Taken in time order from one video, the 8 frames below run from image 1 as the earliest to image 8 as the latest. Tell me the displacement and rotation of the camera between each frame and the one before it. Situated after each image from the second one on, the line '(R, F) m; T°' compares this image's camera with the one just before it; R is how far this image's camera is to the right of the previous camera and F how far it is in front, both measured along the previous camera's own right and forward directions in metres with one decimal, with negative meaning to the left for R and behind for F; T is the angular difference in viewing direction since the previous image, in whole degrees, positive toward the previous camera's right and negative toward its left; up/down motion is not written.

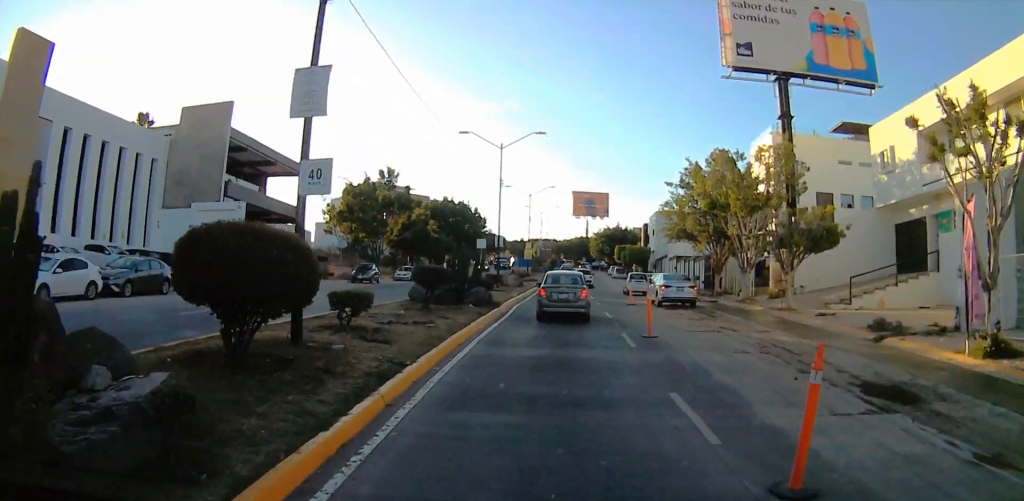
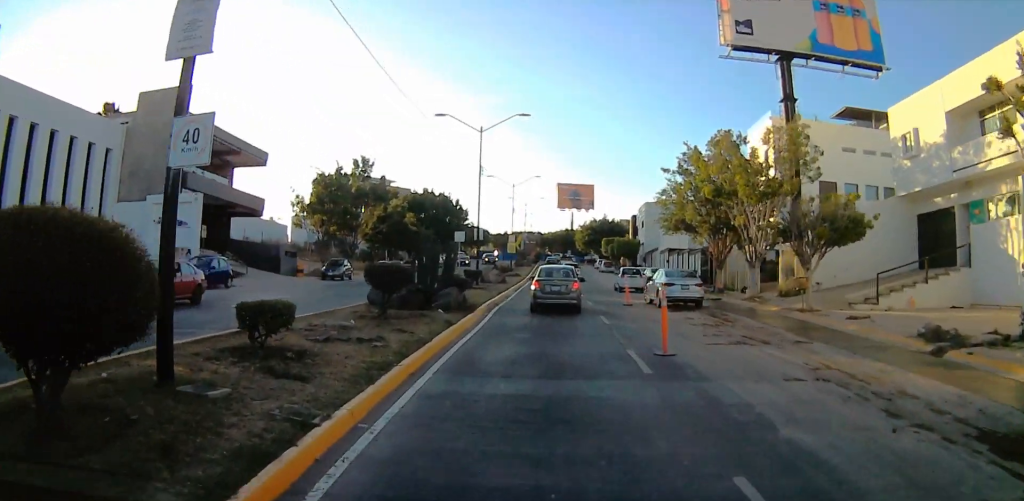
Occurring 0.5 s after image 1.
(0.0, +3.5) m; 0°
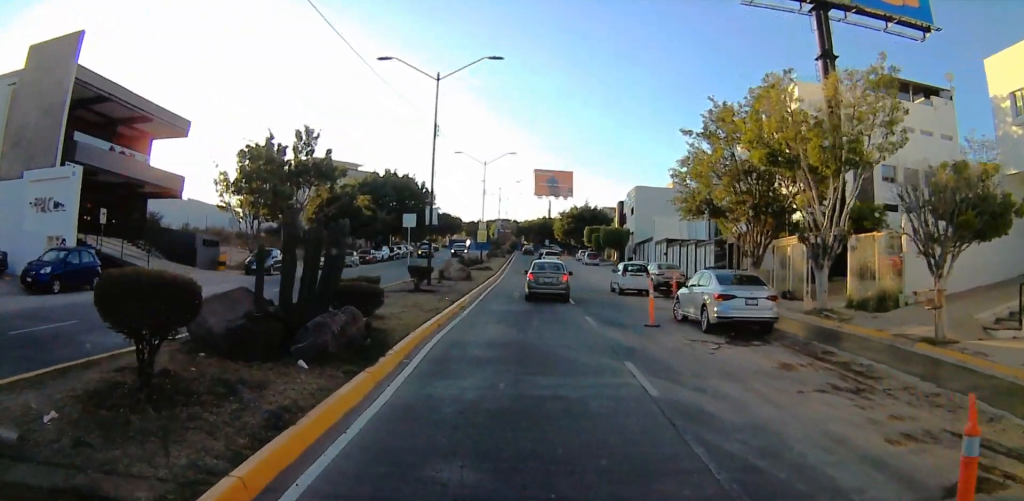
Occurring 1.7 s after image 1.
(+0.1, +9.8) m; +2°
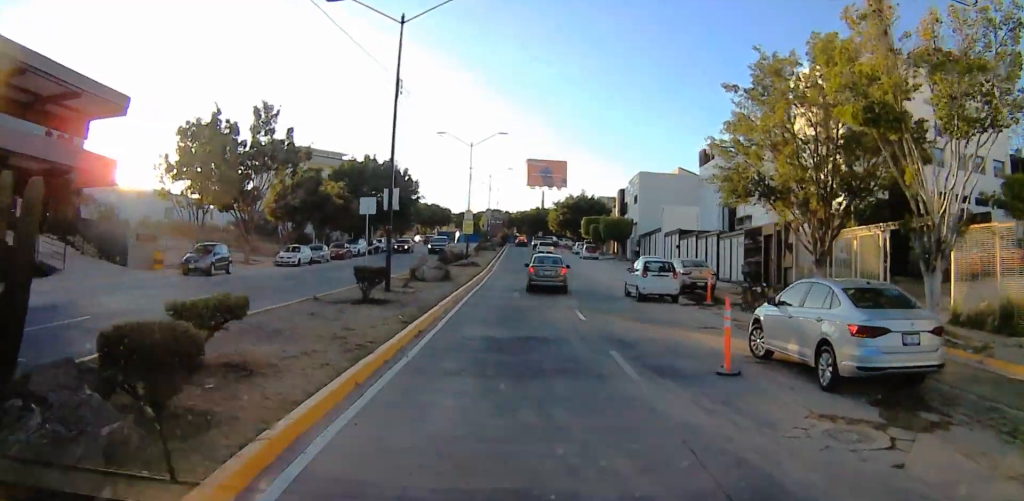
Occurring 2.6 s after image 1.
(+0.1, +6.4) m; +1°
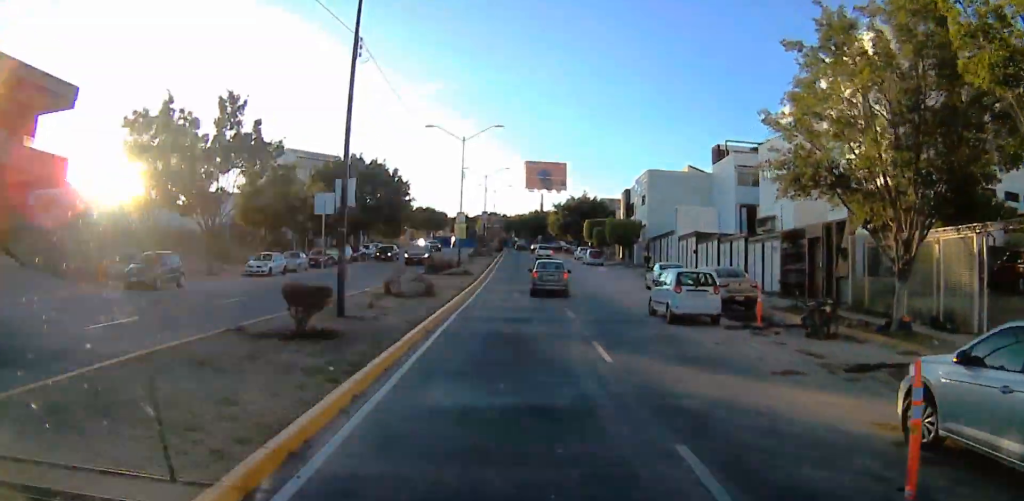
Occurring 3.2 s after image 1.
(+0.1, +5.0) m; -1°
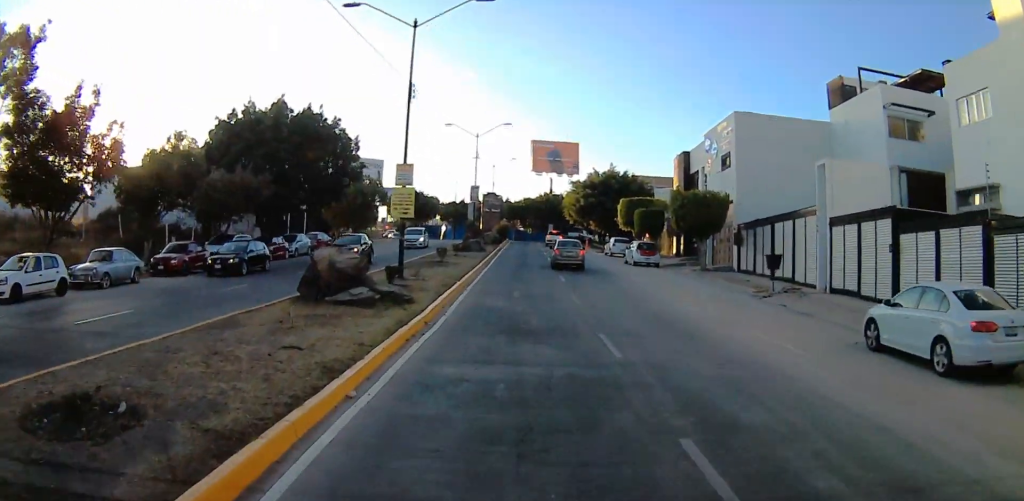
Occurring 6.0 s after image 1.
(-0.4, +24.1) m; 0°
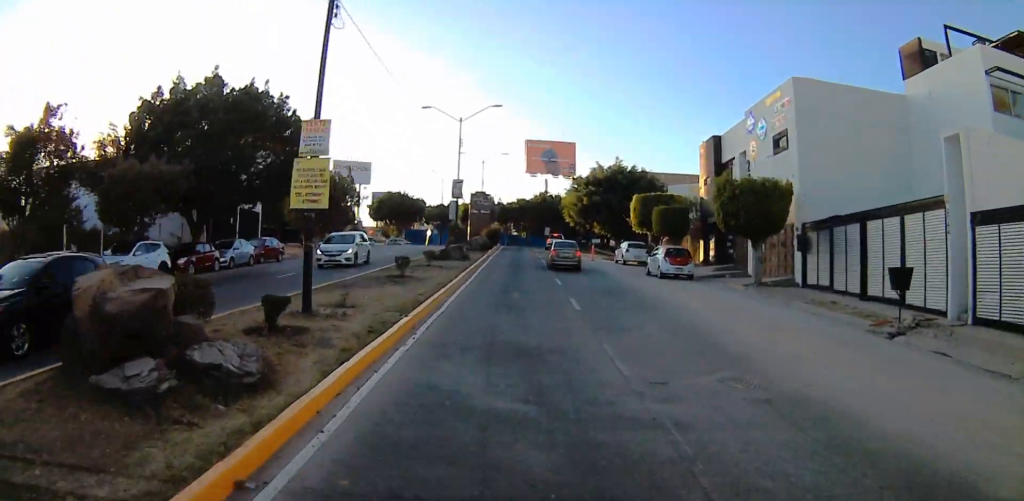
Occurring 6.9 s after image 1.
(+0.1, +8.9) m; +1°
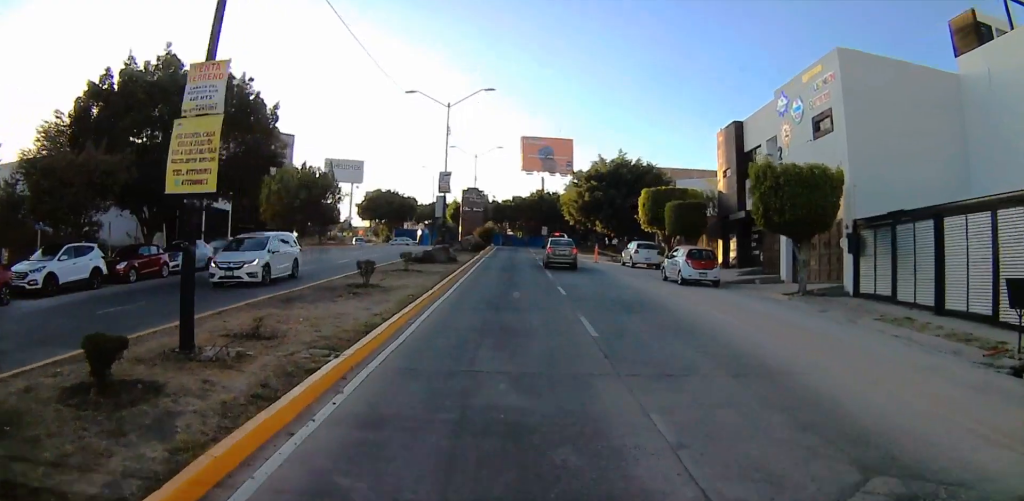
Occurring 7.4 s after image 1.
(+0.1, +4.7) m; 0°
